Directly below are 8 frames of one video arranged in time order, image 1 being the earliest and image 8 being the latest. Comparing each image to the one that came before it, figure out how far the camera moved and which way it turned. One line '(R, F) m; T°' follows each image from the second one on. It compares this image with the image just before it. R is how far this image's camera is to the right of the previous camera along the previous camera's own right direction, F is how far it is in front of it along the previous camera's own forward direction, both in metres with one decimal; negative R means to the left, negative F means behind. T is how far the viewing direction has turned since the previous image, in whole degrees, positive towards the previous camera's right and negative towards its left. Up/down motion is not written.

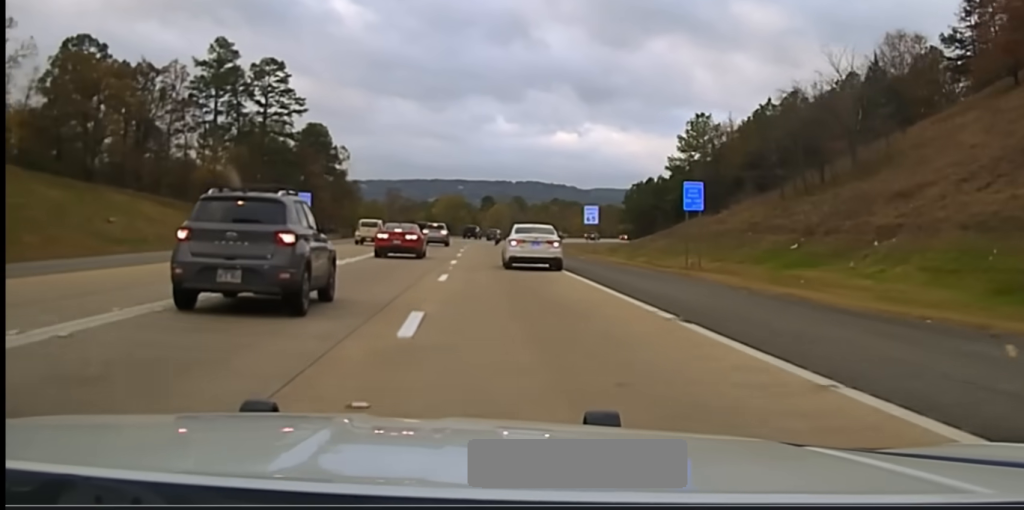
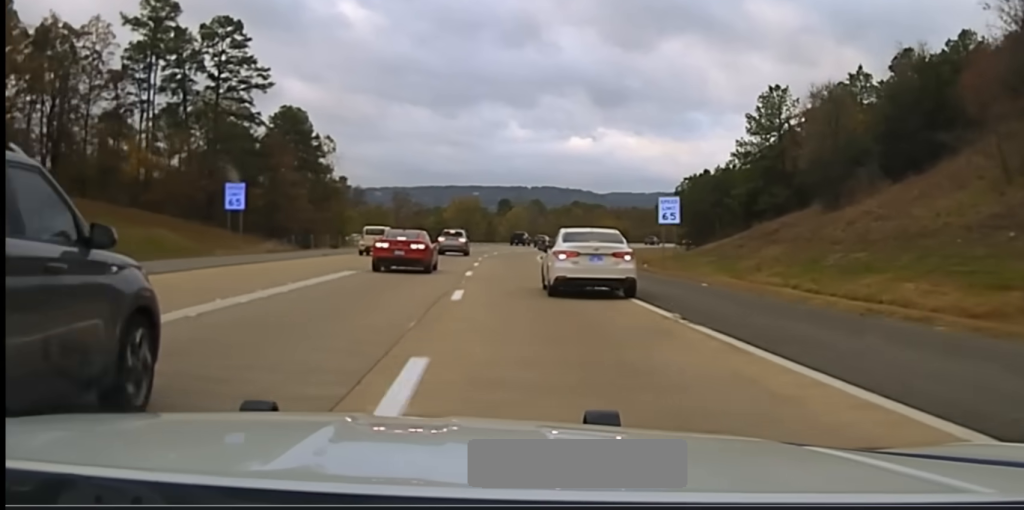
(0.0, +29.1) m; +1°
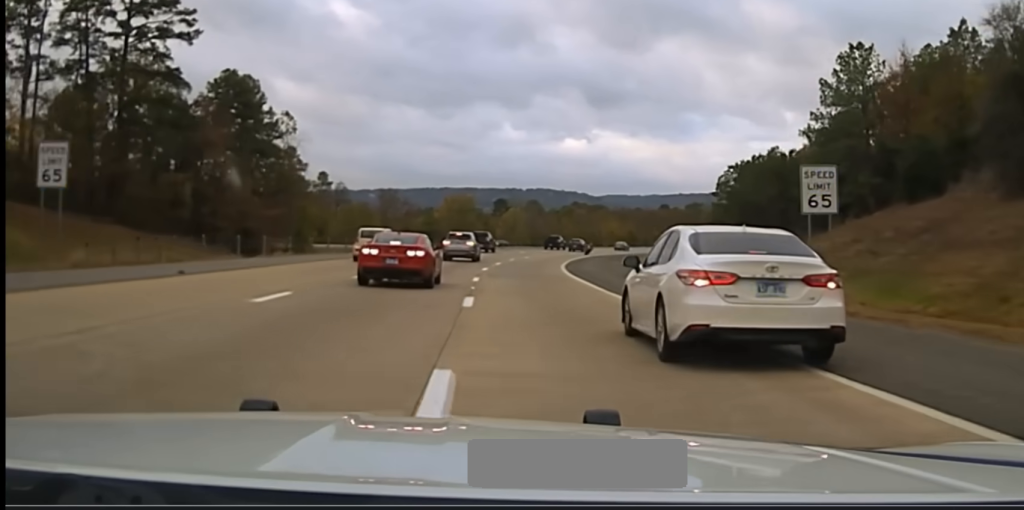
(-0.3, +25.6) m; +3°
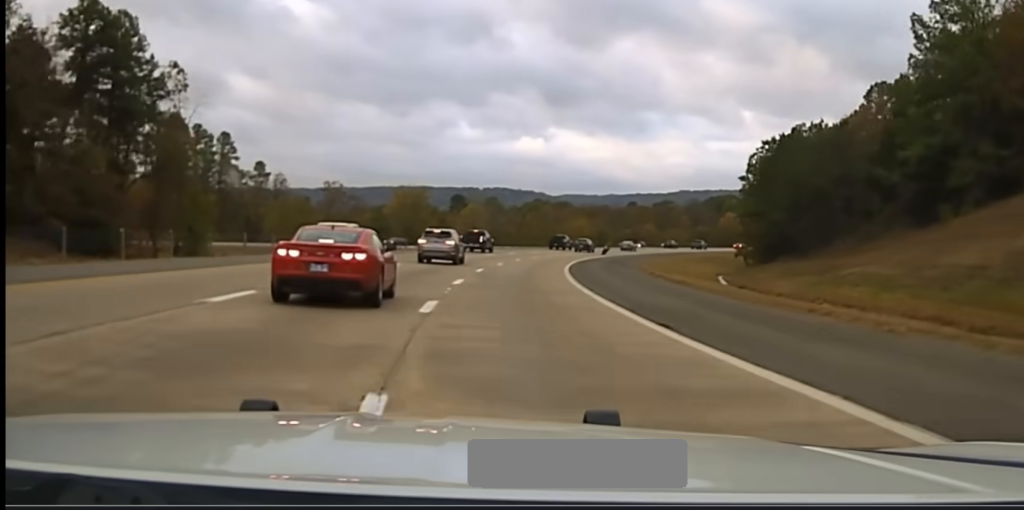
(+1.5, +26.0) m; +2°
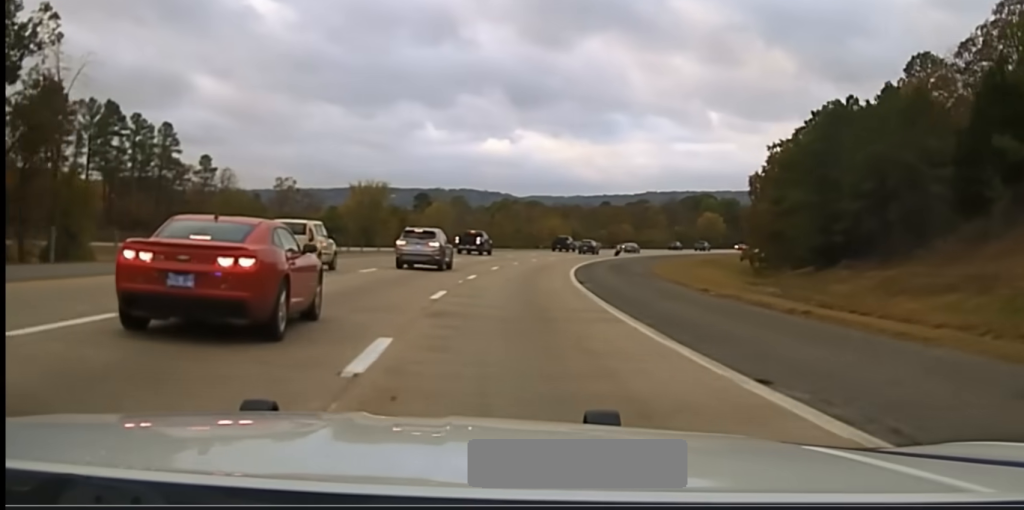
(+0.3, +18.7) m; +2°
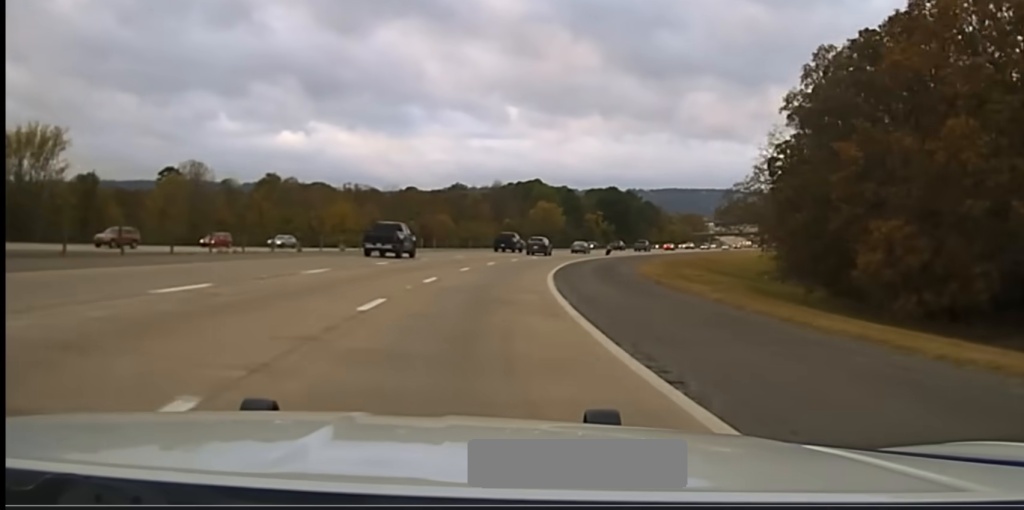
(+5.5, +77.9) m; +12°
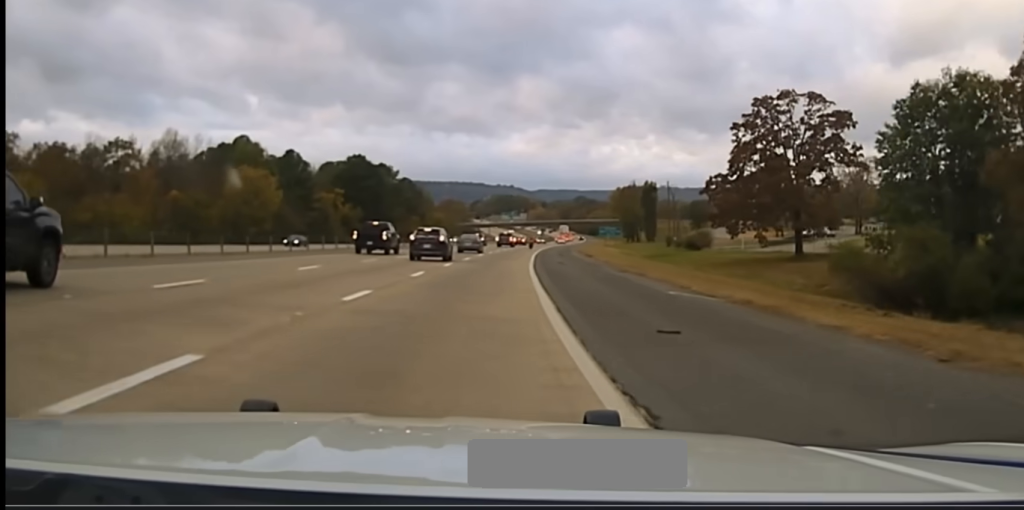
(+15.6, +107.3) m; +14°
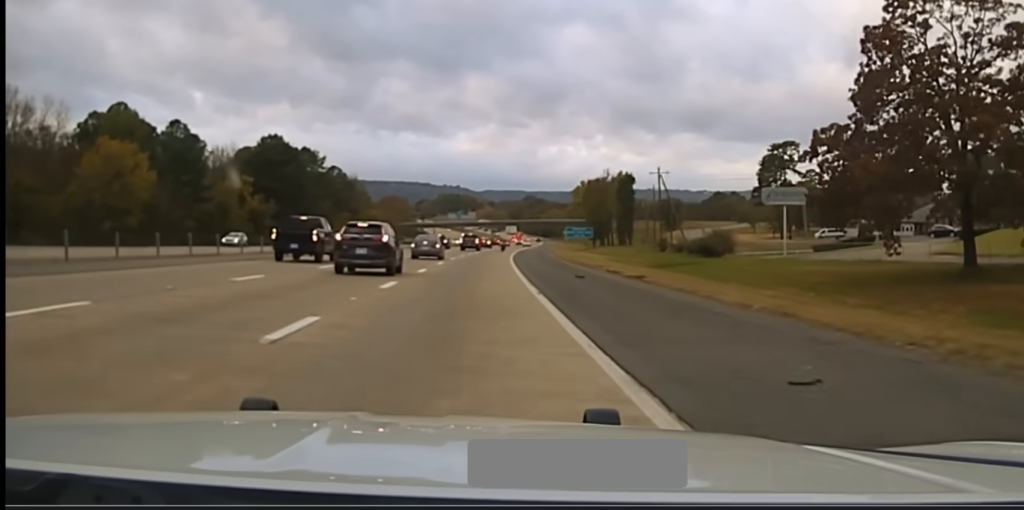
(+1.3, +43.1) m; +2°
